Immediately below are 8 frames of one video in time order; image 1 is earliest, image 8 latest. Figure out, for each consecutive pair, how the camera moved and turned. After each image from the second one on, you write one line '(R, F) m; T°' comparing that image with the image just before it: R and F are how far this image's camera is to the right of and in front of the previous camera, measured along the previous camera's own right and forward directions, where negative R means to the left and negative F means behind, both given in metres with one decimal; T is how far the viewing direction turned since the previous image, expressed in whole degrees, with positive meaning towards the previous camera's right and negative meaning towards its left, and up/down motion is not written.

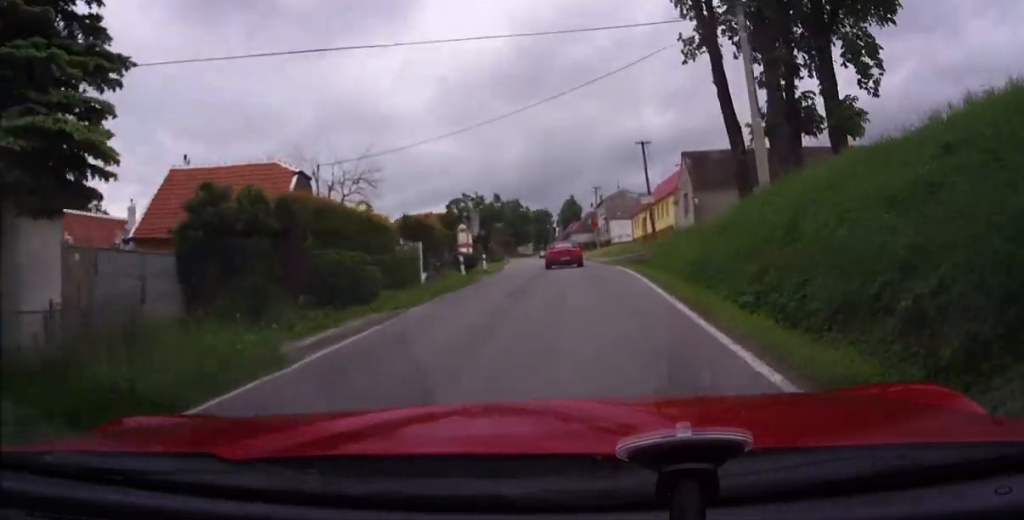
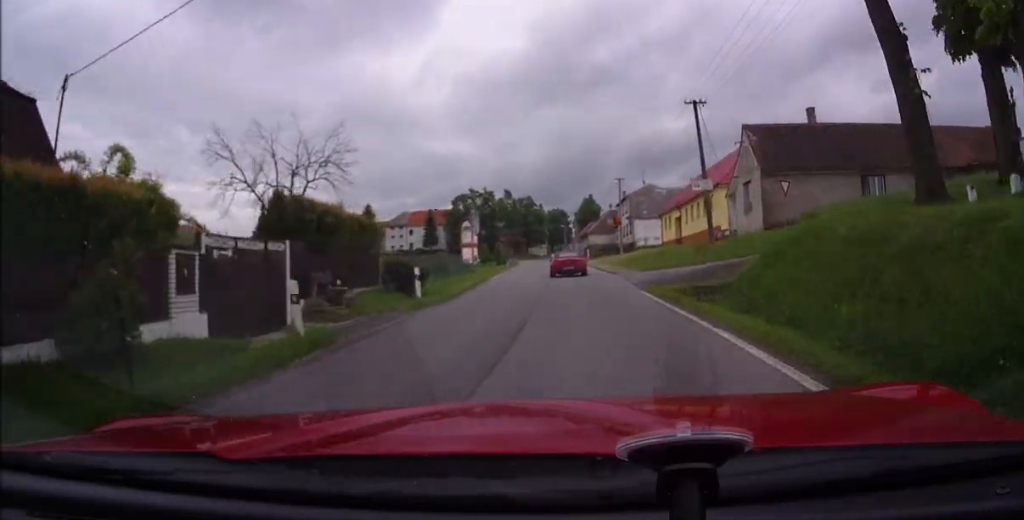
(0.0, +15.8) m; -2°
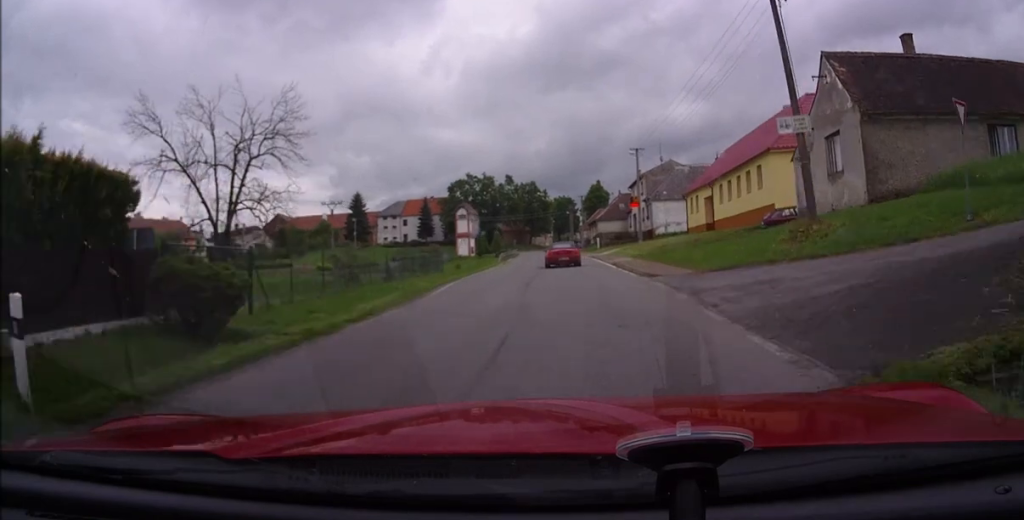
(-0.5, +13.4) m; -1°
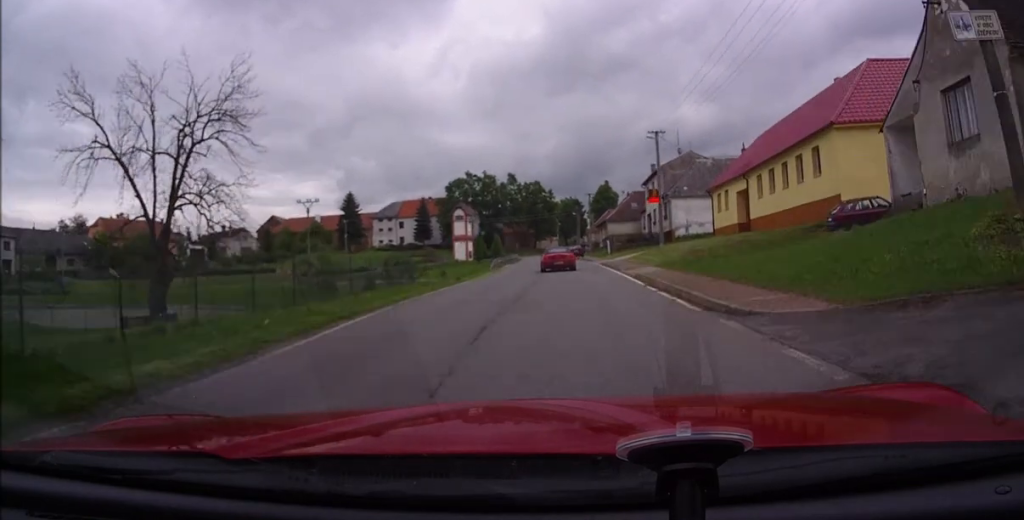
(+0.1, +9.7) m; -2°
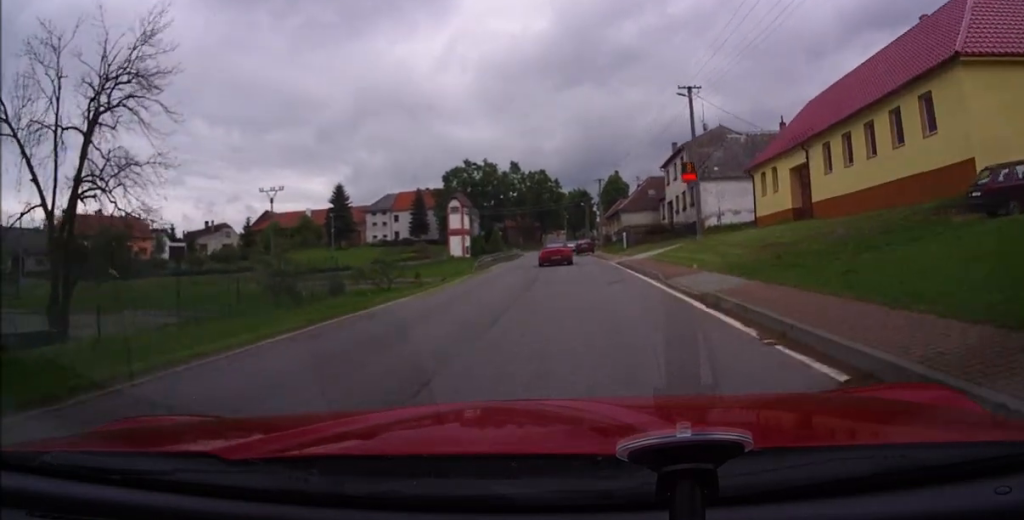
(+0.1, +11.1) m; -2°
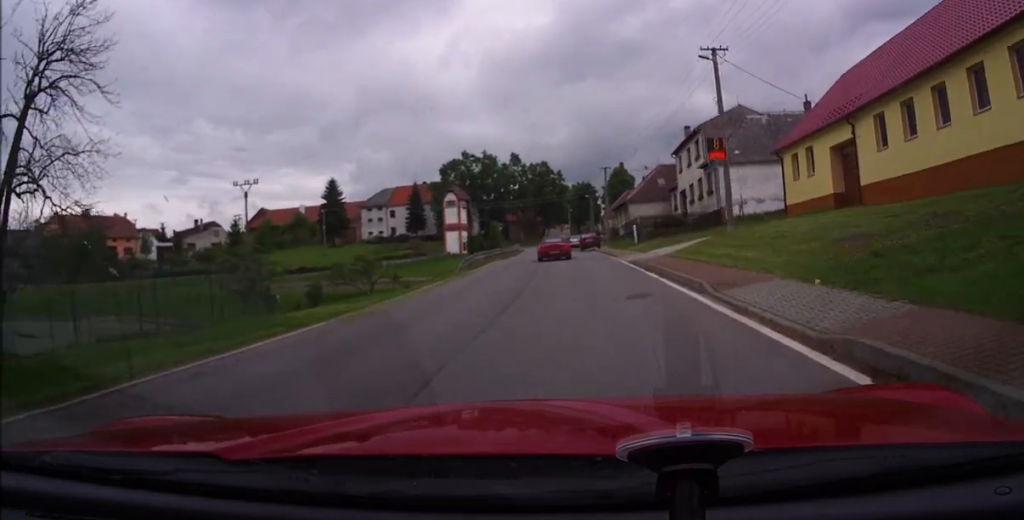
(-0.5, +6.0) m; 0°
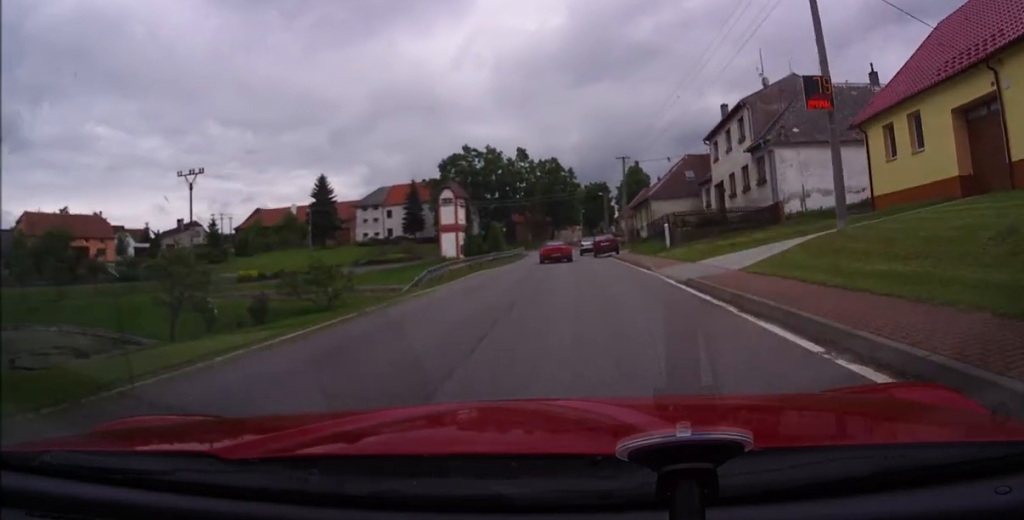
(-0.2, +10.7) m; +1°
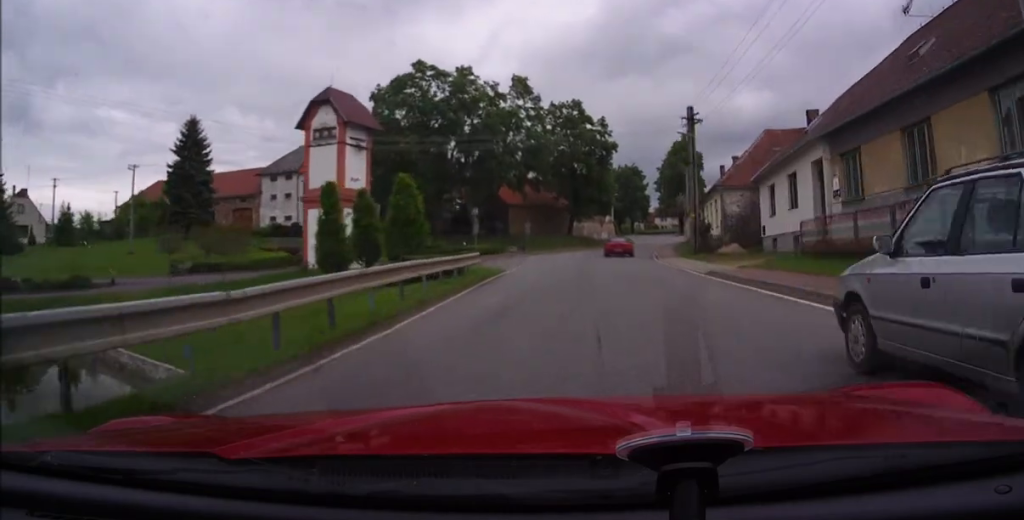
(+0.1, +47.6) m; +1°
